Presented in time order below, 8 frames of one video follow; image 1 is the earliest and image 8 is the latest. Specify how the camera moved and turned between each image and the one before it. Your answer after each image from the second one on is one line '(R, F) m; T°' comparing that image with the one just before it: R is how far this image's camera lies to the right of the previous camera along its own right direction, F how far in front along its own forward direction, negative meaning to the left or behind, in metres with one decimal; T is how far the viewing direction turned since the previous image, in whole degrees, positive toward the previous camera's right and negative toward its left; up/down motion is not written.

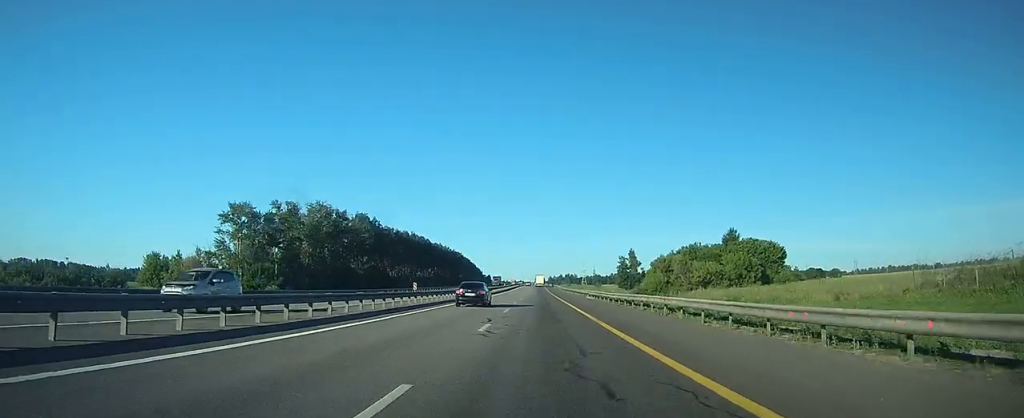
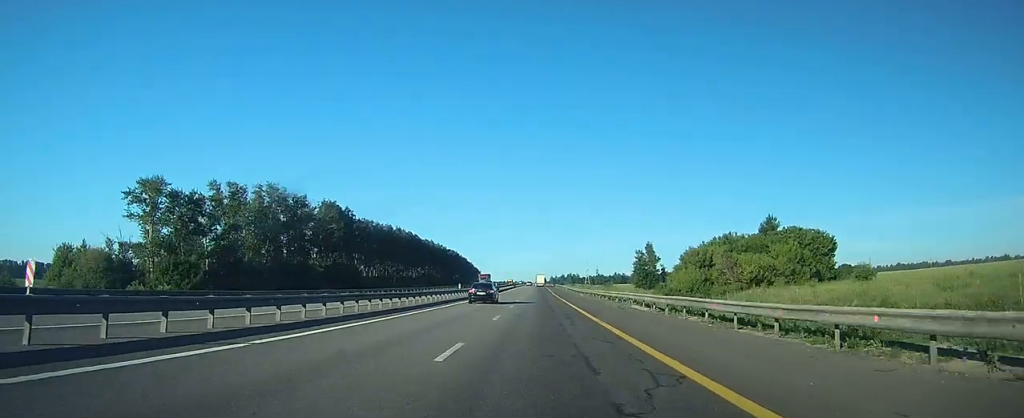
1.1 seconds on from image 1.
(+0.1, +30.5) m; 0°
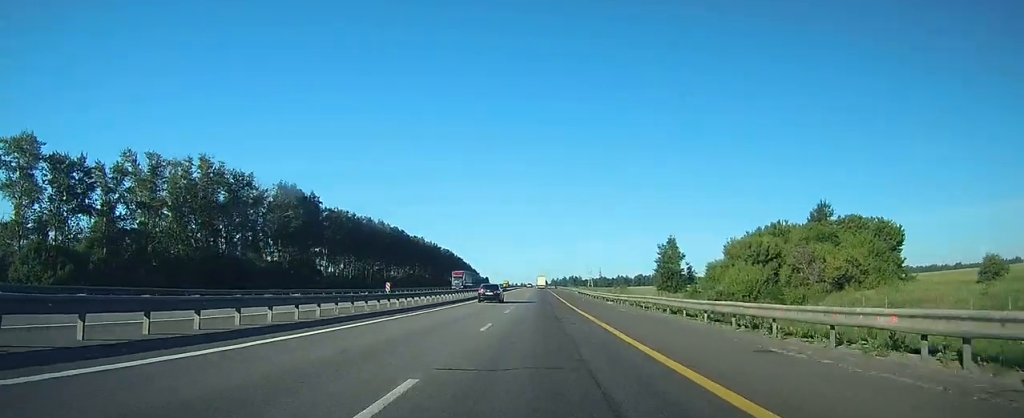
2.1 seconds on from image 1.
(-0.1, +28.7) m; 0°
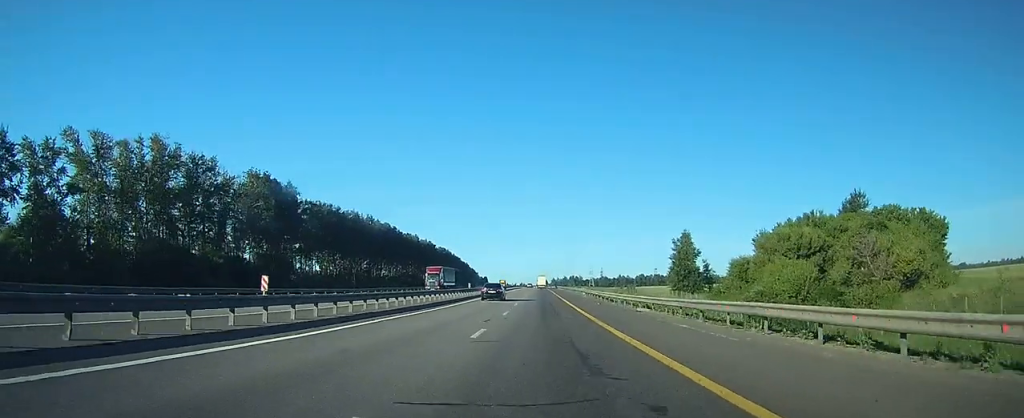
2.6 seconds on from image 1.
(-0.1, +14.4) m; 0°
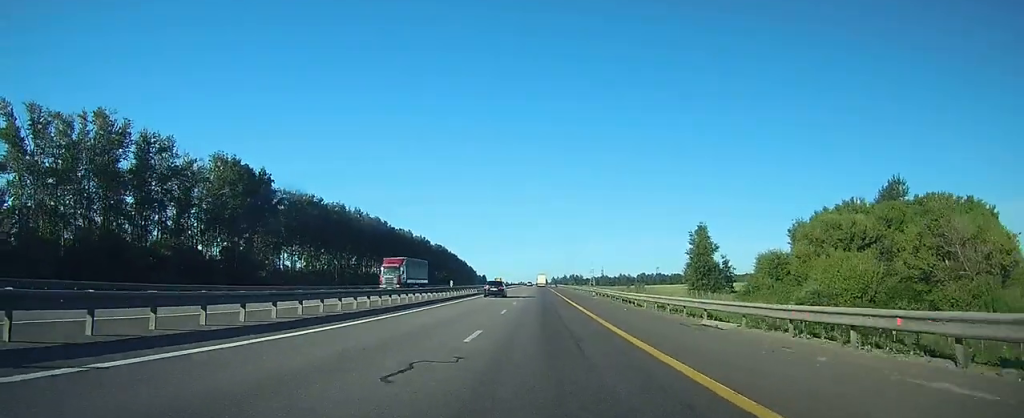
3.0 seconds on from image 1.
(0.0, +13.4) m; 0°
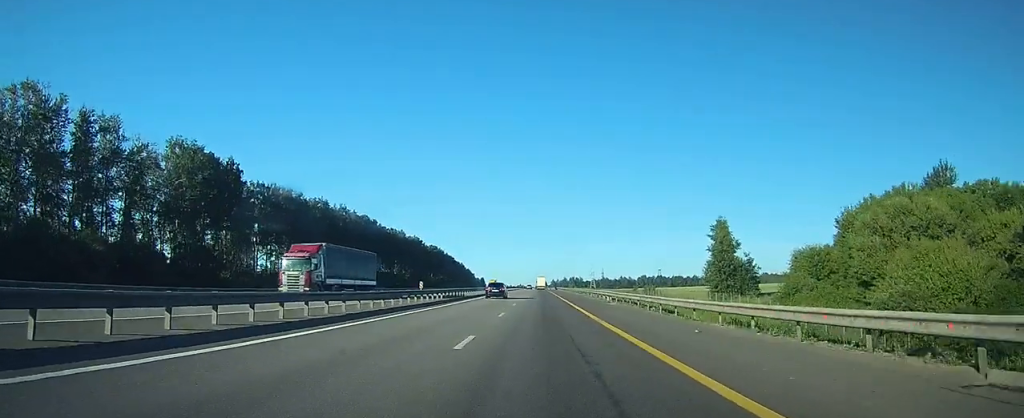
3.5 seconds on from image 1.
(0.0, +13.4) m; 0°
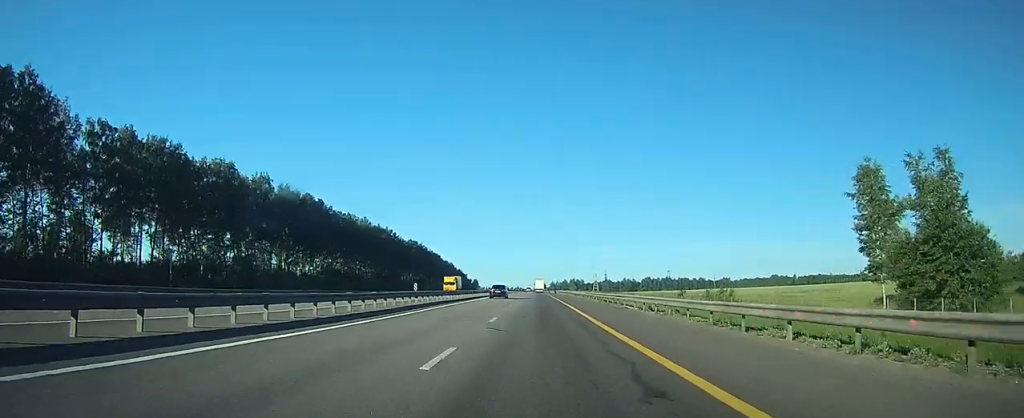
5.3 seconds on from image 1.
(+0.2, +50.8) m; 0°
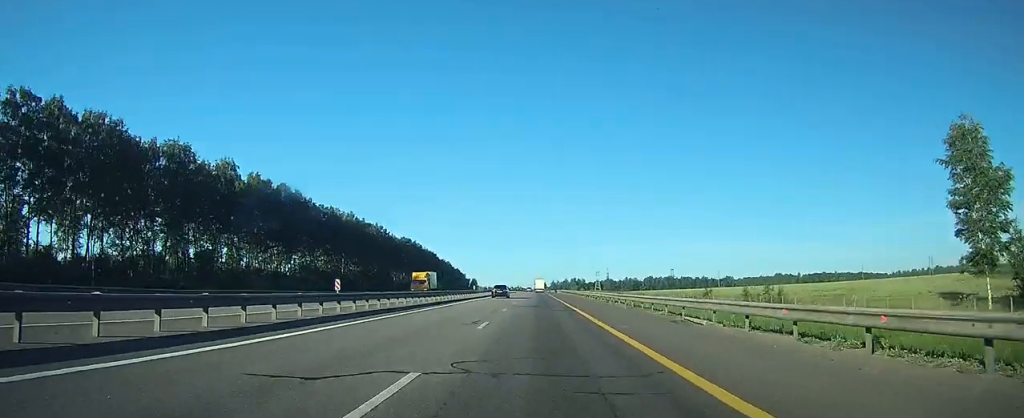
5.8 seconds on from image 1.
(0.0, +15.3) m; 0°
